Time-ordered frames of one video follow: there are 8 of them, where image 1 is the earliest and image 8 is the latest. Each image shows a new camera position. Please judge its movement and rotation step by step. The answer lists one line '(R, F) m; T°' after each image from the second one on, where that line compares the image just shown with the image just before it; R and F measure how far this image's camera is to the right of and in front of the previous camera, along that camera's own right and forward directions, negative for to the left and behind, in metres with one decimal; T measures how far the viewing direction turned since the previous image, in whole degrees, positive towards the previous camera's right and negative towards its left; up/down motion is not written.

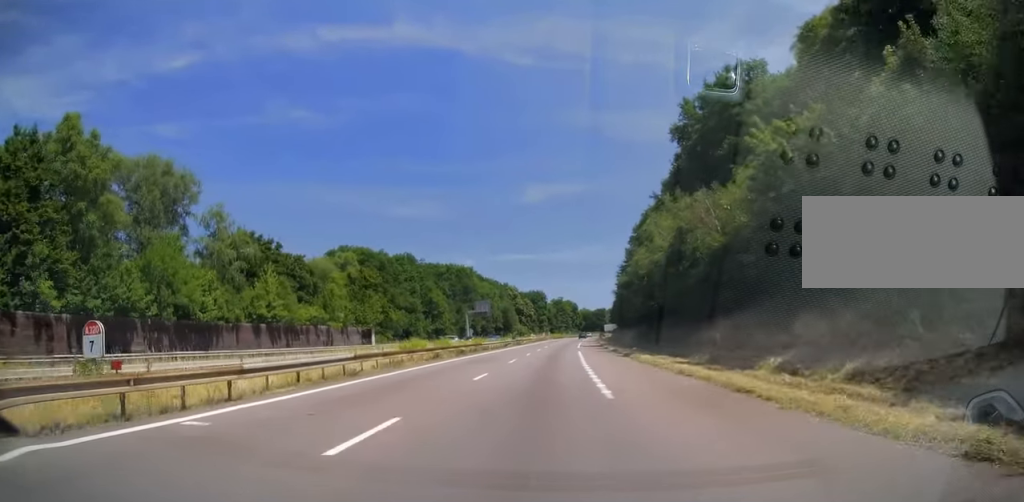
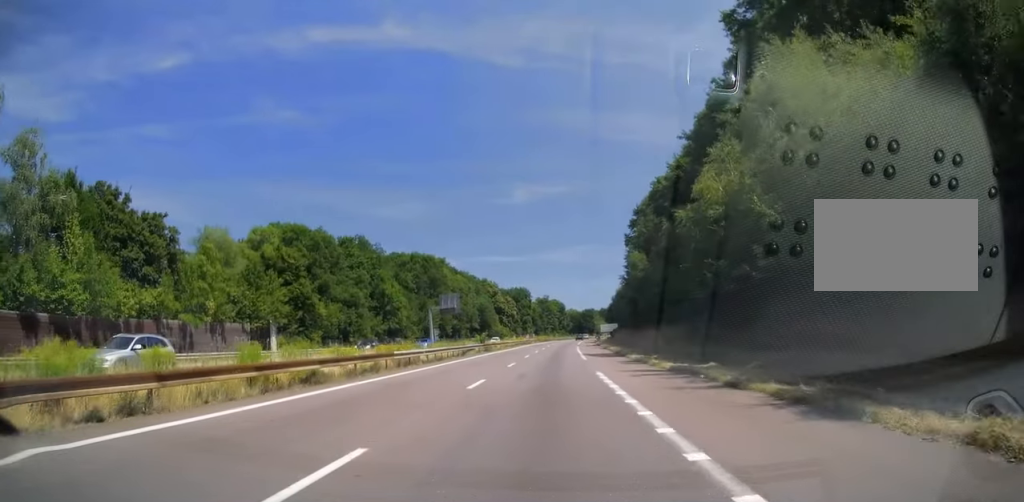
(+0.2, +27.2) m; +1°
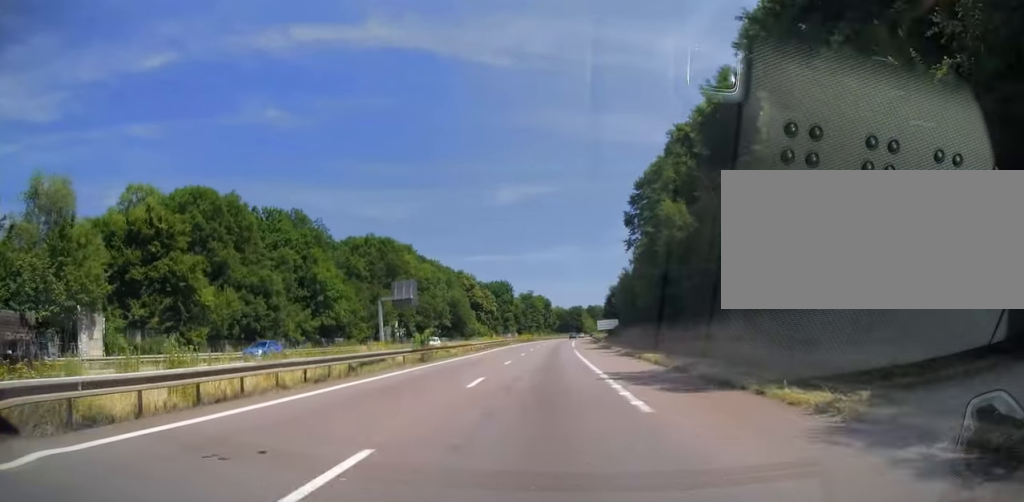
(+0.3, +24.2) m; +1°
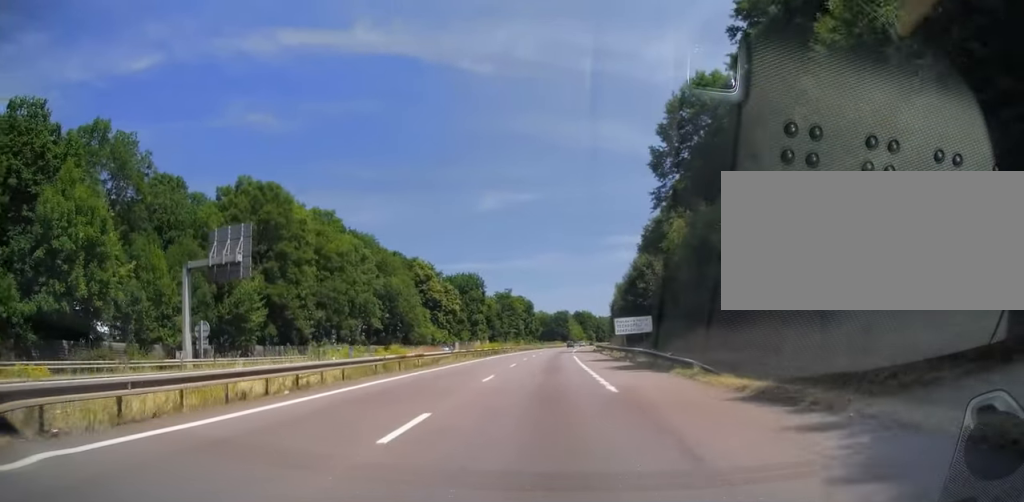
(+0.6, +44.4) m; +2°
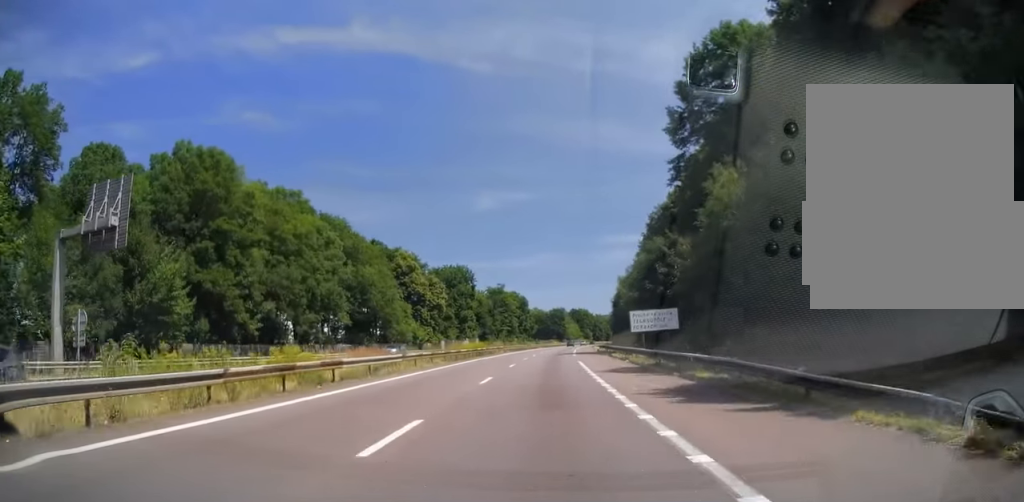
(+0.1, +12.8) m; +1°
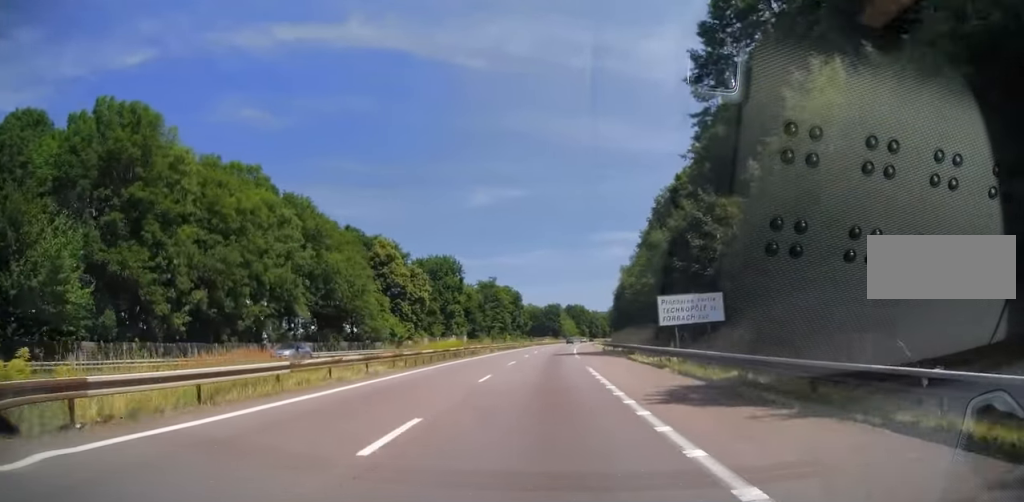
(+0.1, +12.3) m; 0°
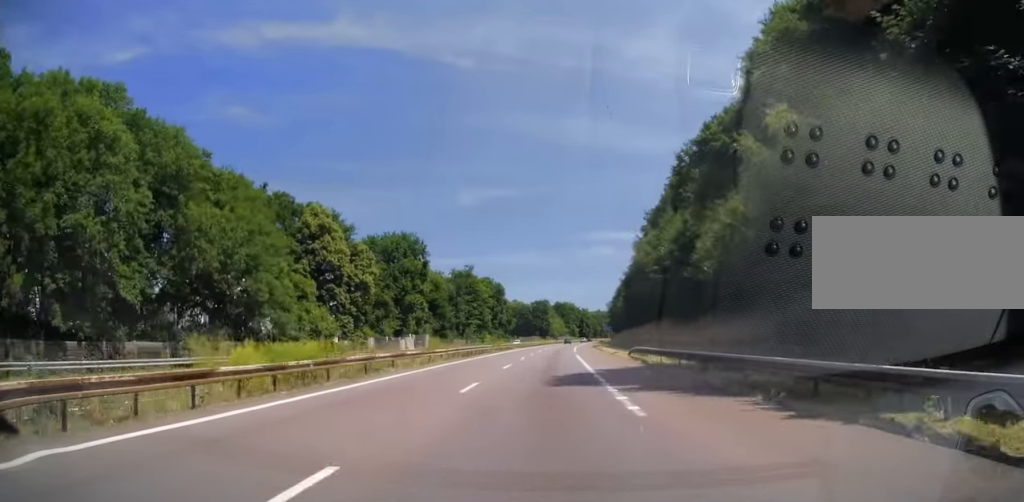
(+0.2, +28.1) m; +1°
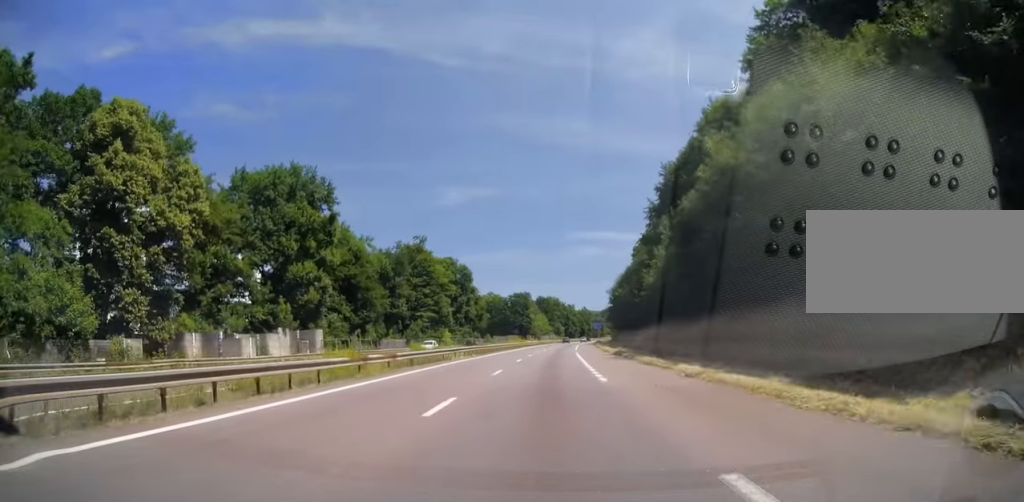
(+0.5, +40.8) m; +1°
